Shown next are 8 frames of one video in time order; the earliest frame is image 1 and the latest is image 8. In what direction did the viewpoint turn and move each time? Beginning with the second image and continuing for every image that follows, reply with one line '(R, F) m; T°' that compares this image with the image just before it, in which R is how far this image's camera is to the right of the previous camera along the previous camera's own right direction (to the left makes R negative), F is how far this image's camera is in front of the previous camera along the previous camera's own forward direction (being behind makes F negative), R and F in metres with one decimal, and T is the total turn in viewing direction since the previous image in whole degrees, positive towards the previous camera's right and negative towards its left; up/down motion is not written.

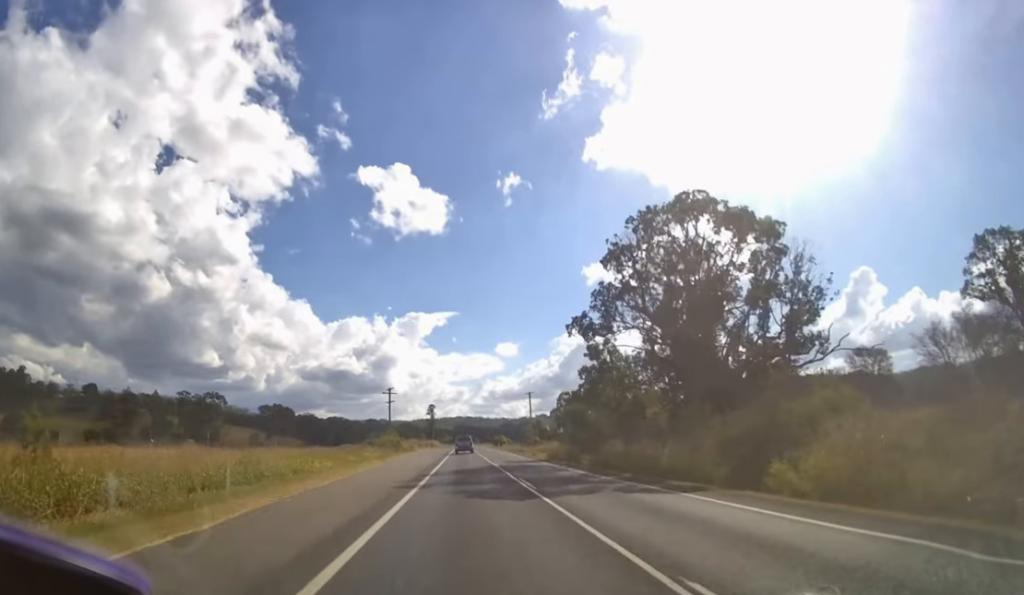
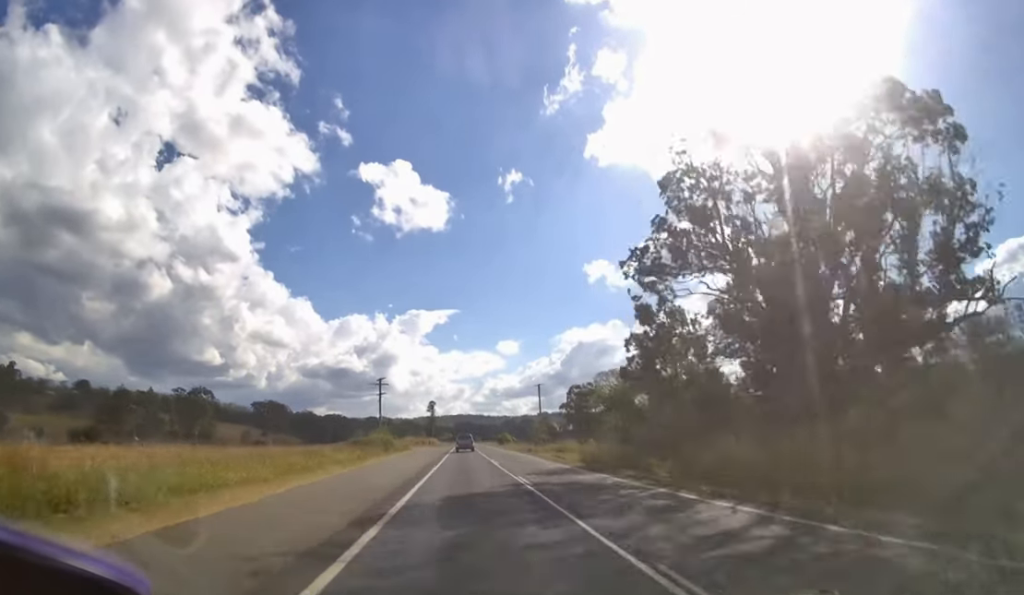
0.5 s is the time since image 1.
(0.0, +12.2) m; 0°
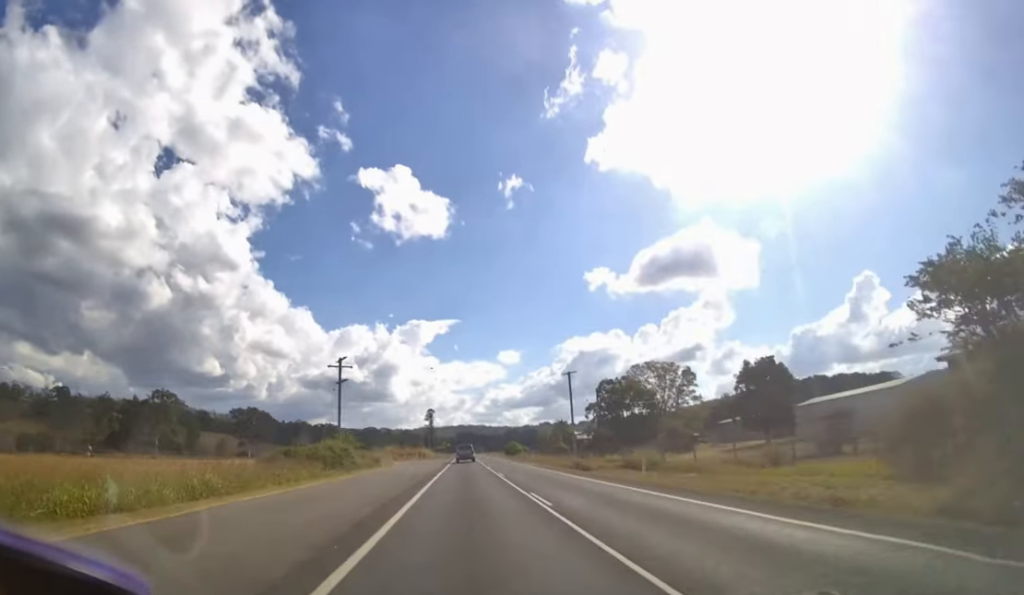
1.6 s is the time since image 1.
(0.0, +25.0) m; 0°
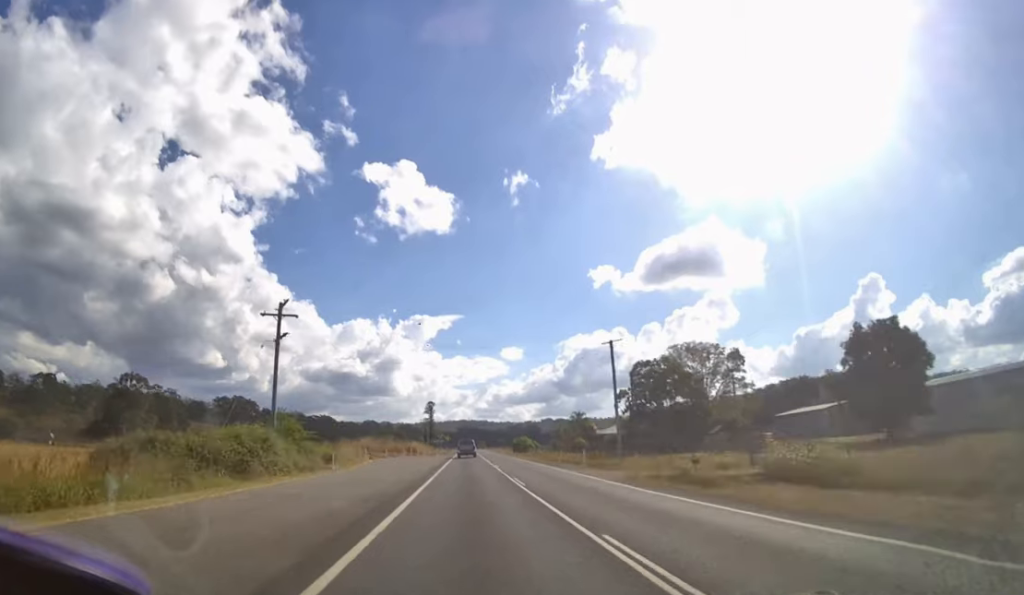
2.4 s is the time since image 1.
(0.0, +16.3) m; 0°
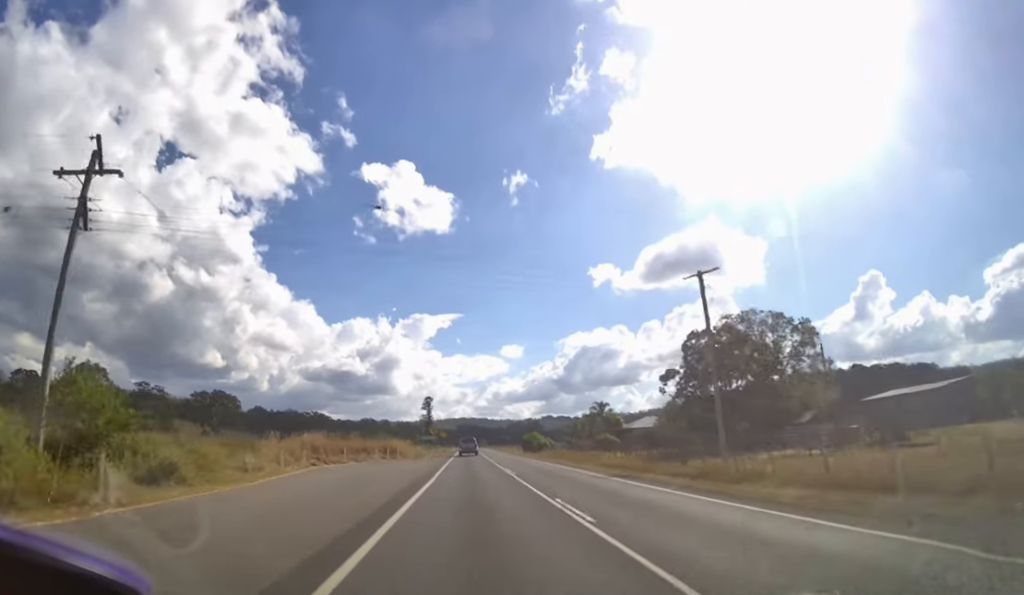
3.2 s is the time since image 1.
(0.0, +16.9) m; 0°
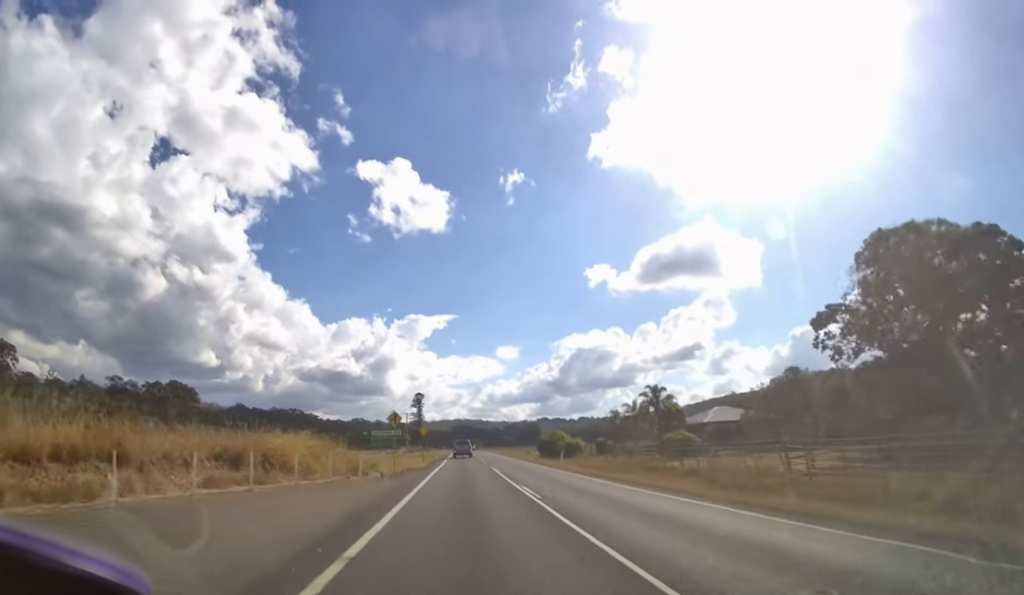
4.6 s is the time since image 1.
(0.0, +28.7) m; 0°
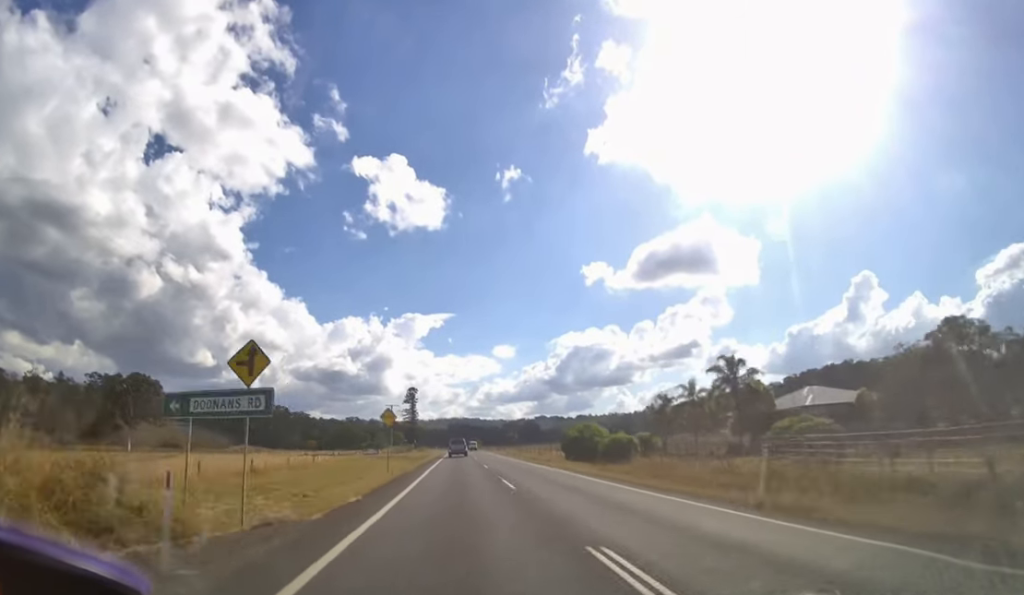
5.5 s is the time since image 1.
(+0.1, +21.7) m; 0°
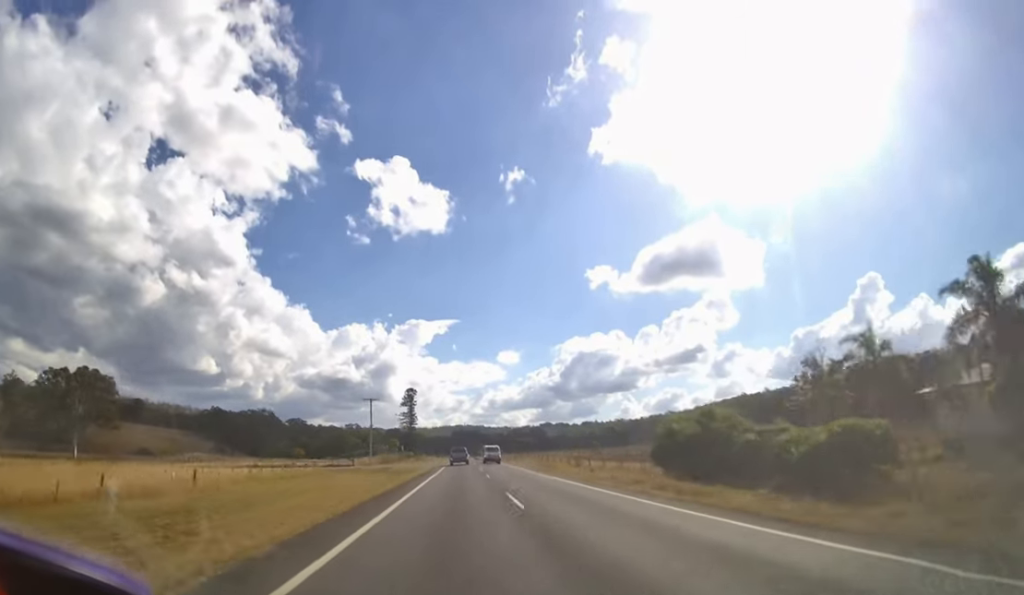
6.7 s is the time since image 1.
(0.0, +28.6) m; 0°
